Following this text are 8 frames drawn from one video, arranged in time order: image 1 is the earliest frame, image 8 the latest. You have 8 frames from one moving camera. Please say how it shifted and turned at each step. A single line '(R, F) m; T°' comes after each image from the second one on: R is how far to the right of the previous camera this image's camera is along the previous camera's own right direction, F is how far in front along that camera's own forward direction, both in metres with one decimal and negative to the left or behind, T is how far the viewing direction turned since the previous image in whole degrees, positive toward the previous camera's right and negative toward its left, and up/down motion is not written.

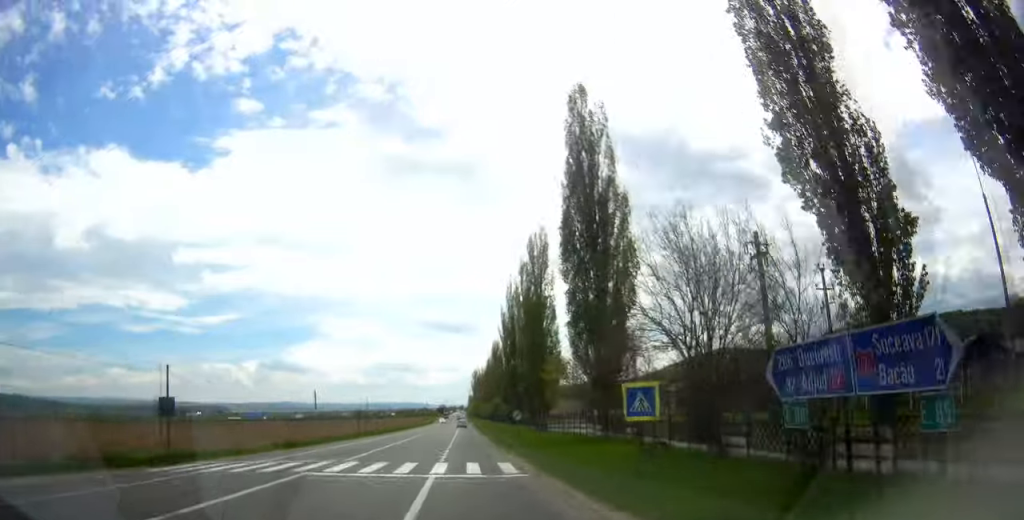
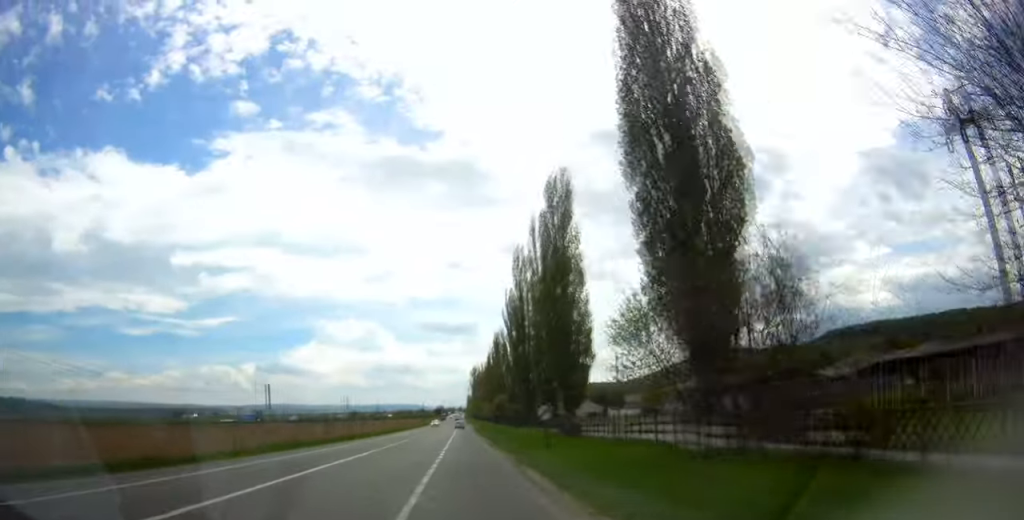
(0.0, +19.2) m; 0°
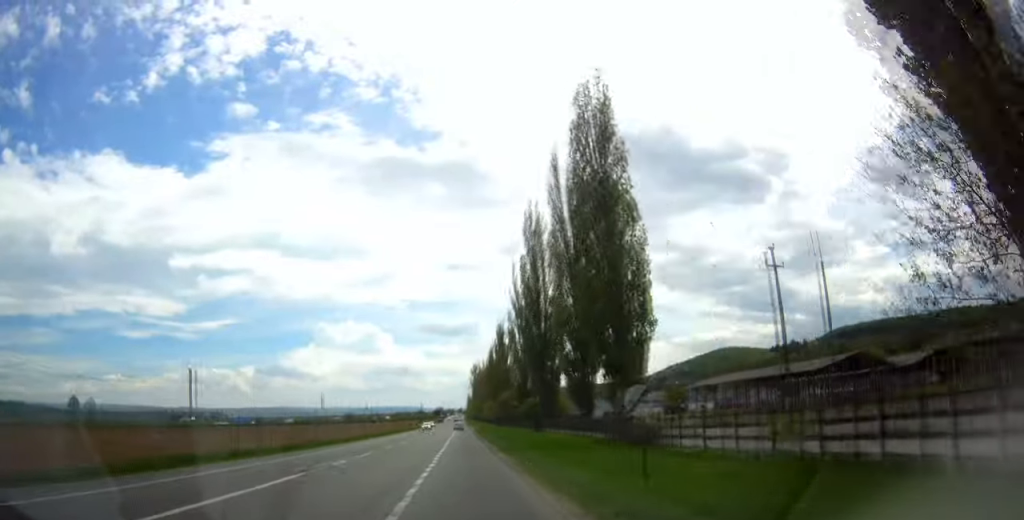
(0.0, +18.2) m; 0°
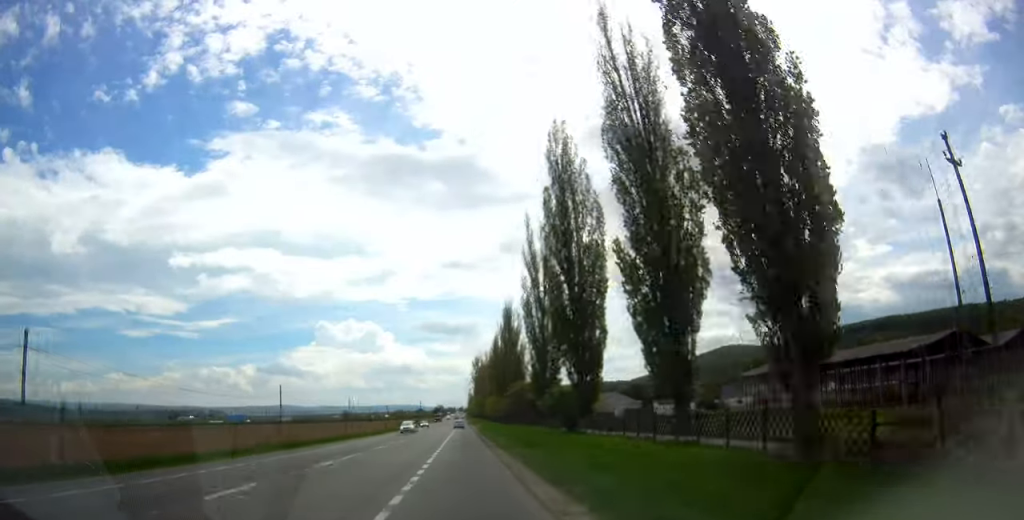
(+0.1, +20.1) m; -1°
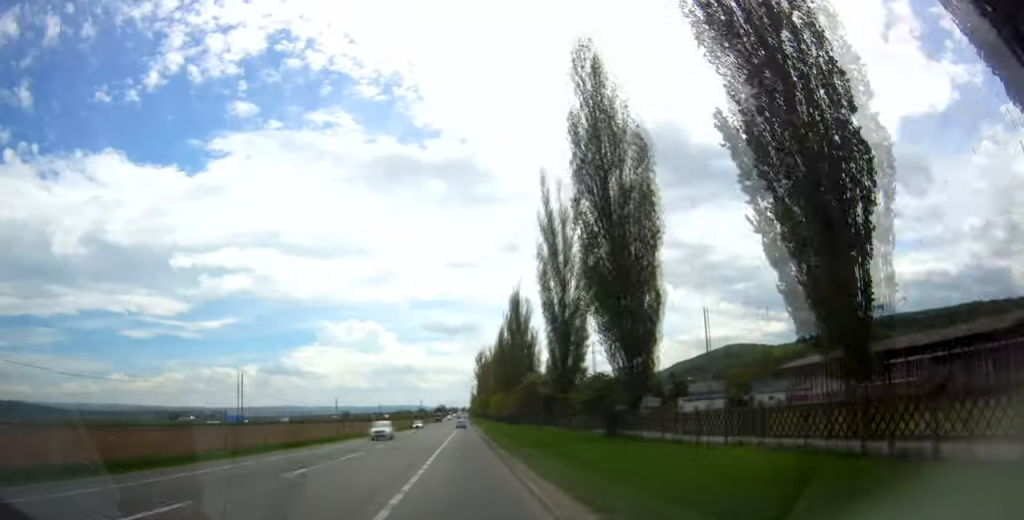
(-0.4, +12.8) m; 0°
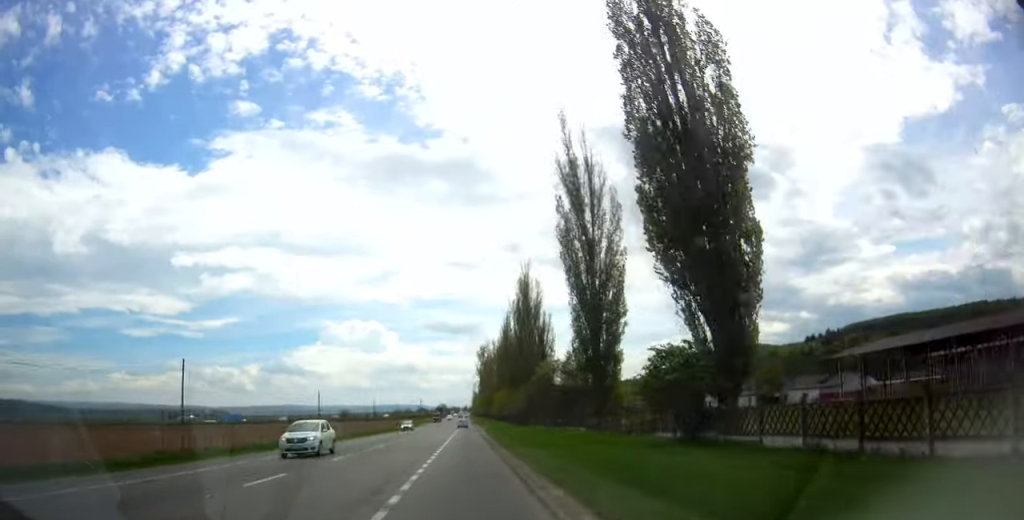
(-0.4, +11.8) m; 0°
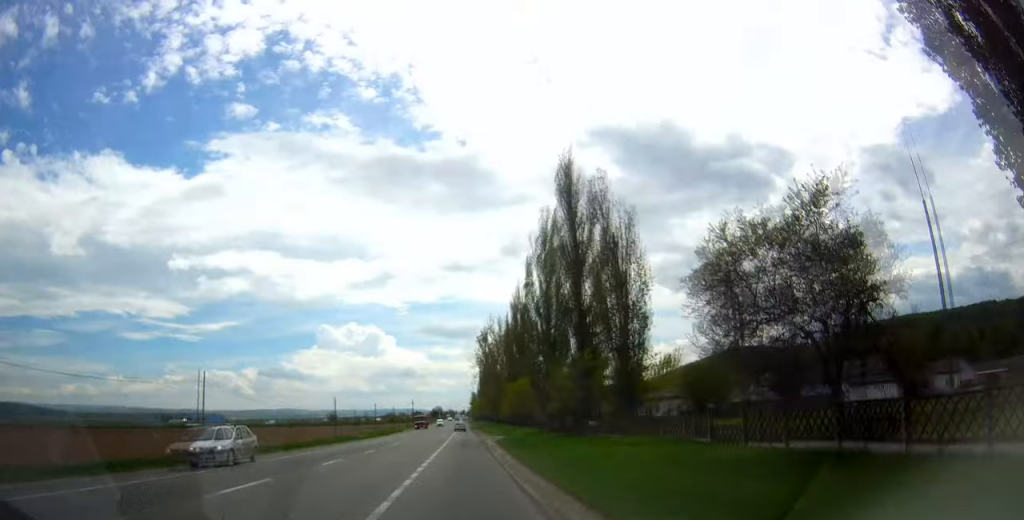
(+0.6, +37.0) m; 0°
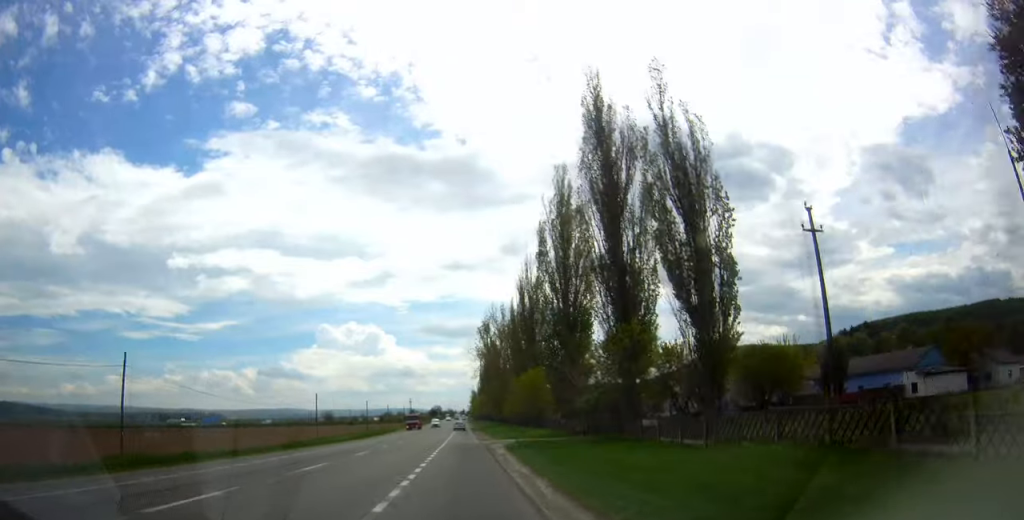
(-0.1, +11.6) m; 0°
